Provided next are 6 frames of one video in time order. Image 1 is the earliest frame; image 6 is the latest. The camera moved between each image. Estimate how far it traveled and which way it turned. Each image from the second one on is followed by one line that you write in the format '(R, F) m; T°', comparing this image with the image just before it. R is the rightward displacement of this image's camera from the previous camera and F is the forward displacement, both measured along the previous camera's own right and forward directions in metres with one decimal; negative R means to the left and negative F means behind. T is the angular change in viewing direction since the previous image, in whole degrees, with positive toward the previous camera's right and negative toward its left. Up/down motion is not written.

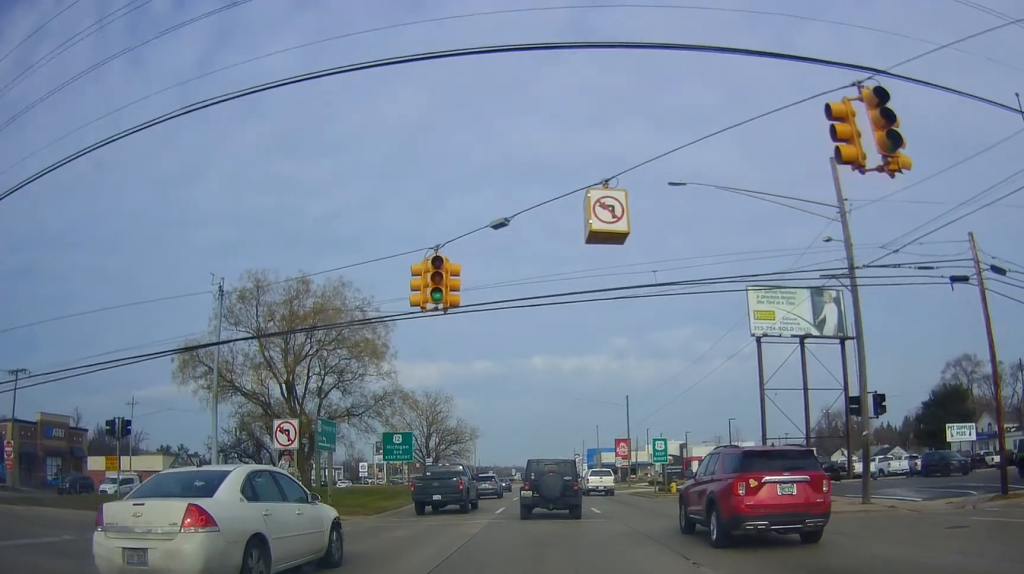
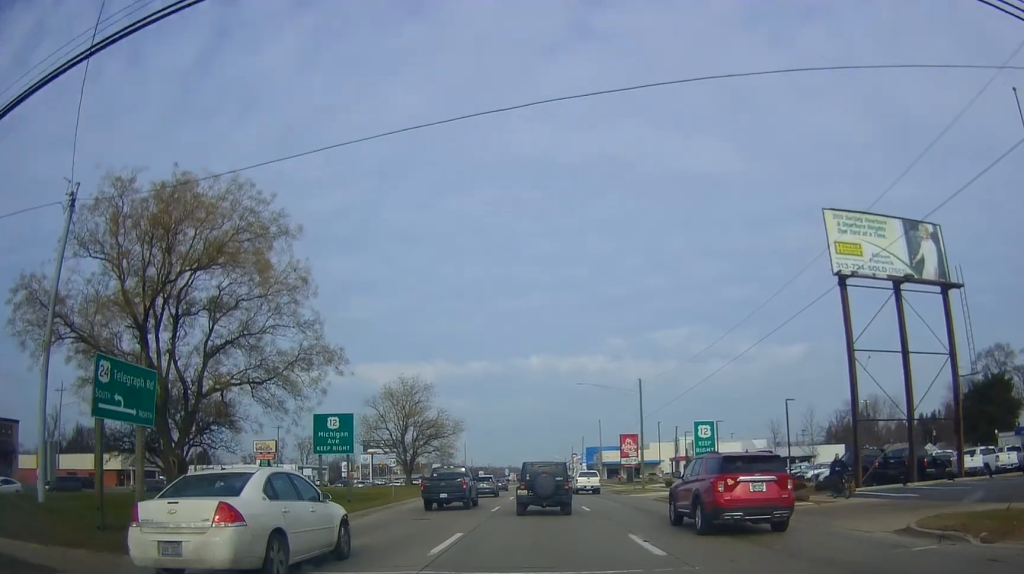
(0.0, +13.3) m; 0°
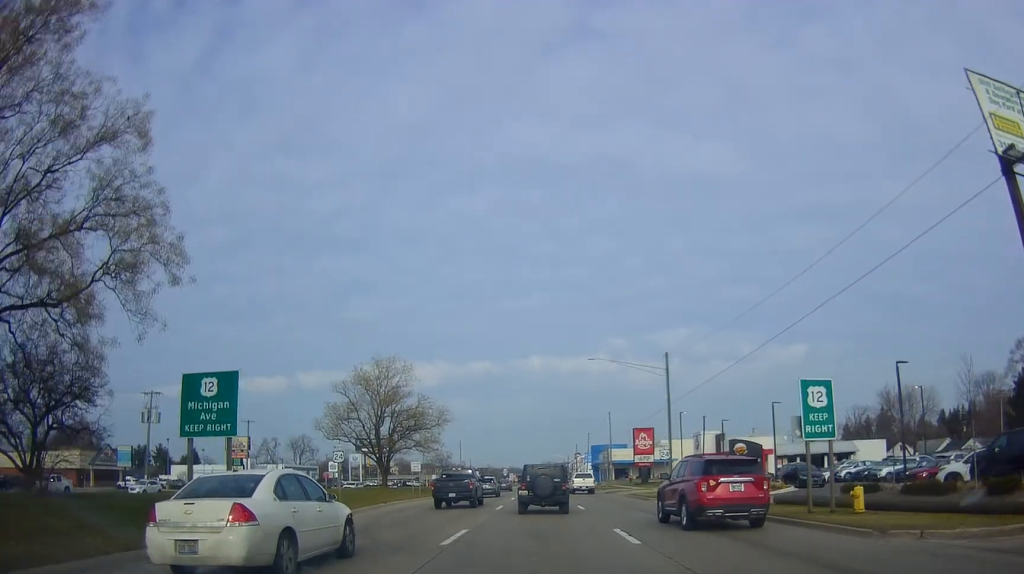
(0.0, +12.8) m; 0°
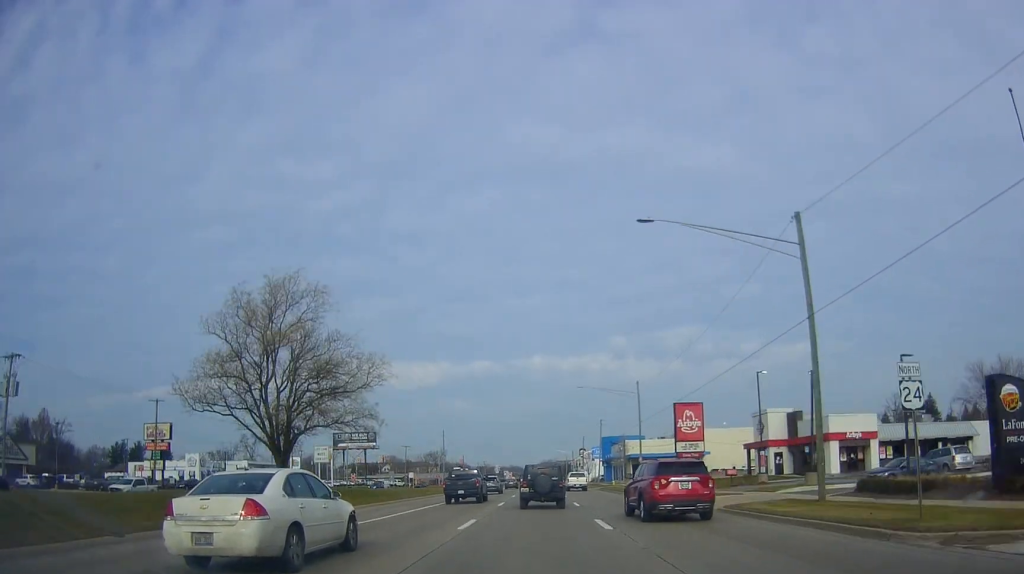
(0.0, +27.6) m; 0°
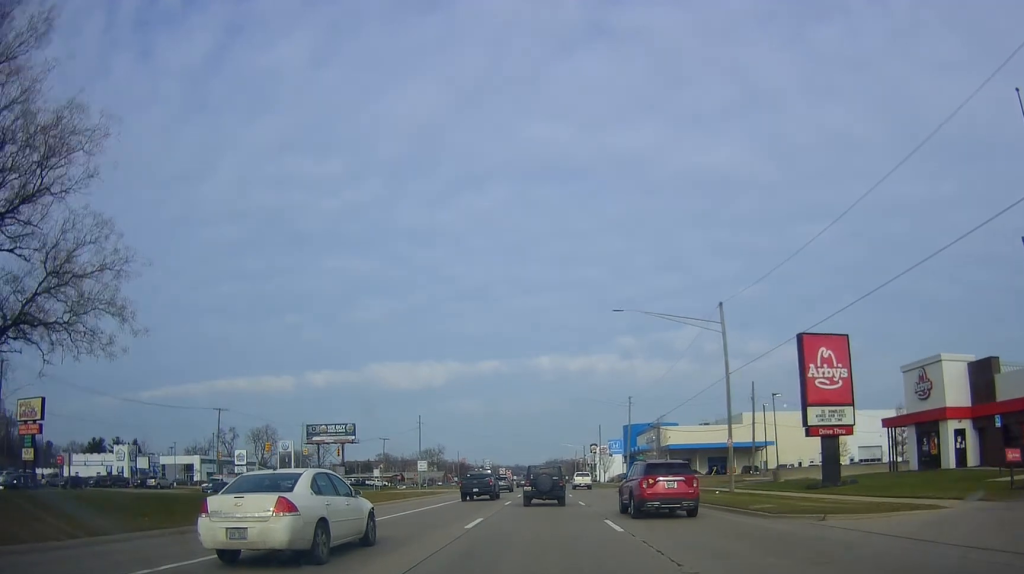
(0.0, +29.8) m; -1°
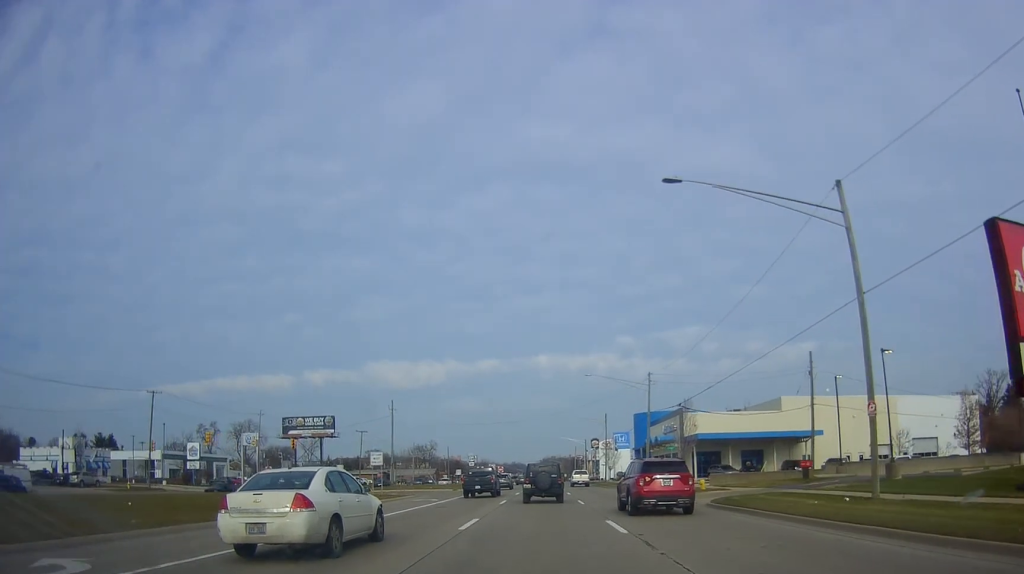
(-0.4, +16.3) m; 0°
